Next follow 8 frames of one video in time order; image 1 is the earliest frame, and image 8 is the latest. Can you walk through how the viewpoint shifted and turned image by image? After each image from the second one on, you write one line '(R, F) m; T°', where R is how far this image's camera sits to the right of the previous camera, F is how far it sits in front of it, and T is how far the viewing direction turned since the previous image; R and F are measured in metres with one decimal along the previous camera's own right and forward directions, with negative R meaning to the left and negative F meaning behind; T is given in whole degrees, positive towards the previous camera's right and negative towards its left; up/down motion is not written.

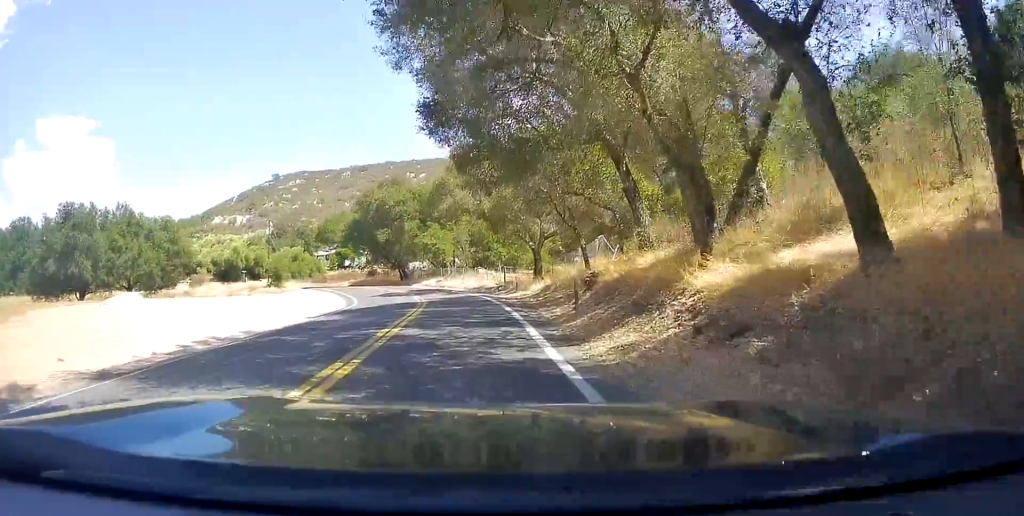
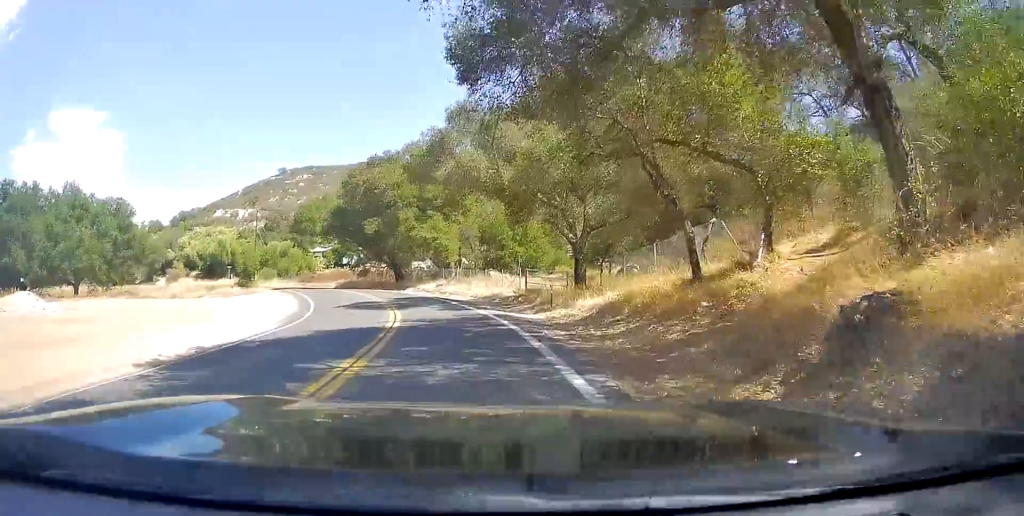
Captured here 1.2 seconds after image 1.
(-0.1, +12.1) m; -1°
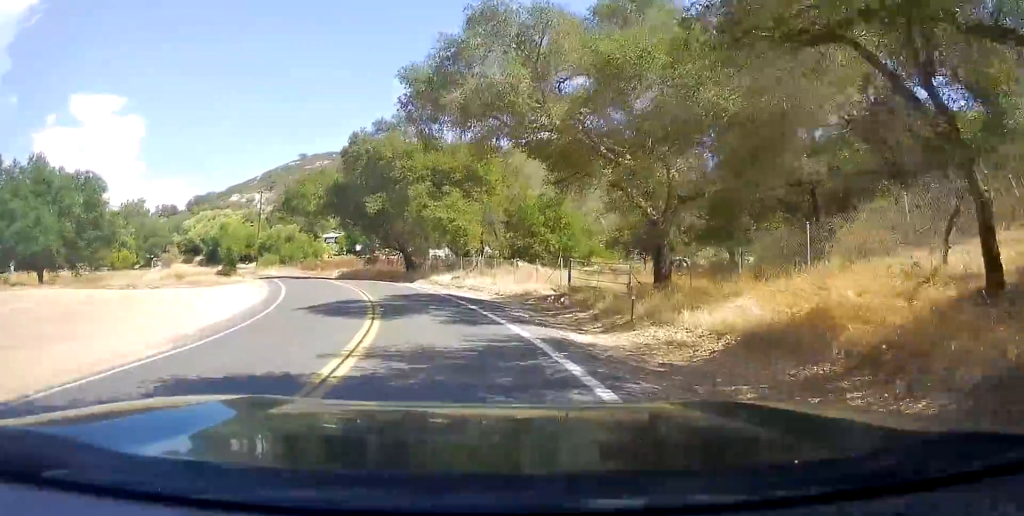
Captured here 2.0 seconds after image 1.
(0.0, +9.1) m; -2°
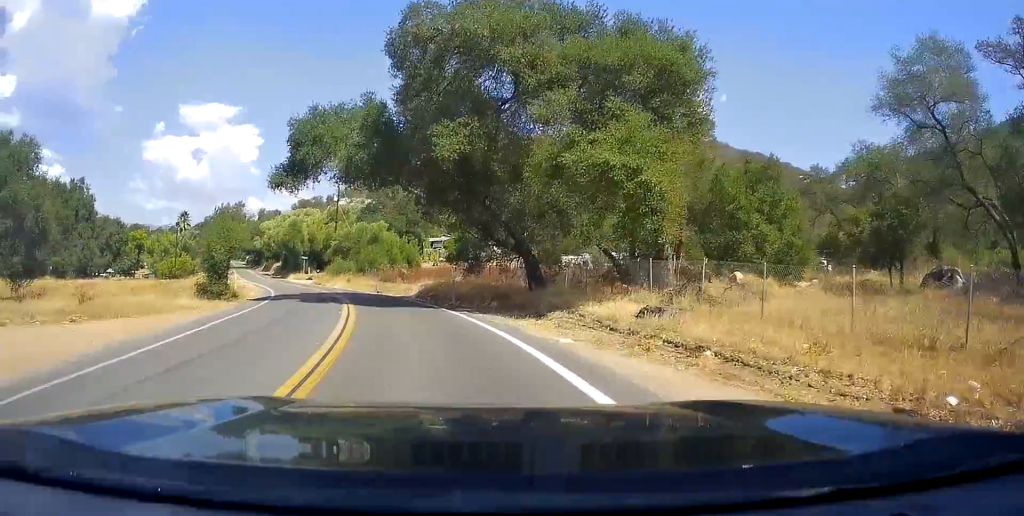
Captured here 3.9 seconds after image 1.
(-2.3, +23.6) m; -11°
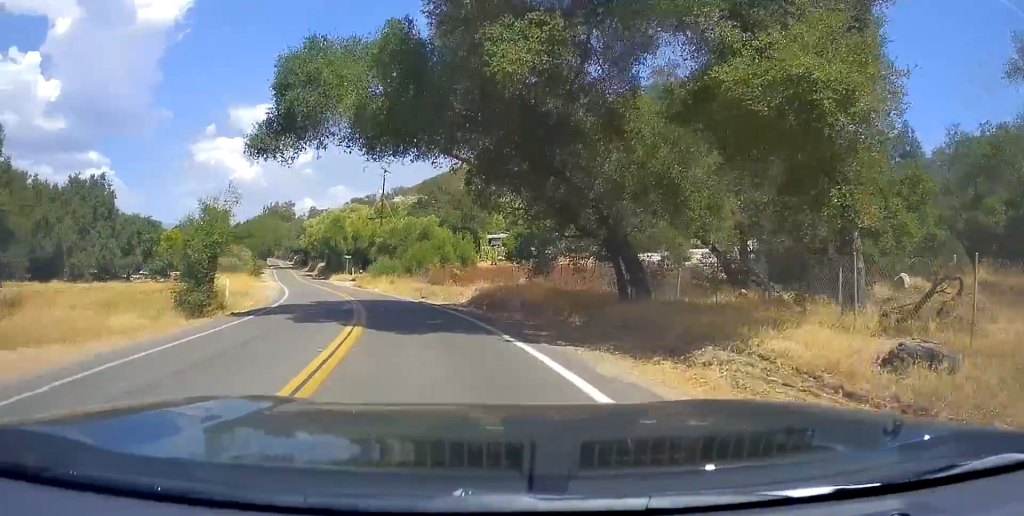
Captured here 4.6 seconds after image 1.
(+0.1, +8.4) m; -4°
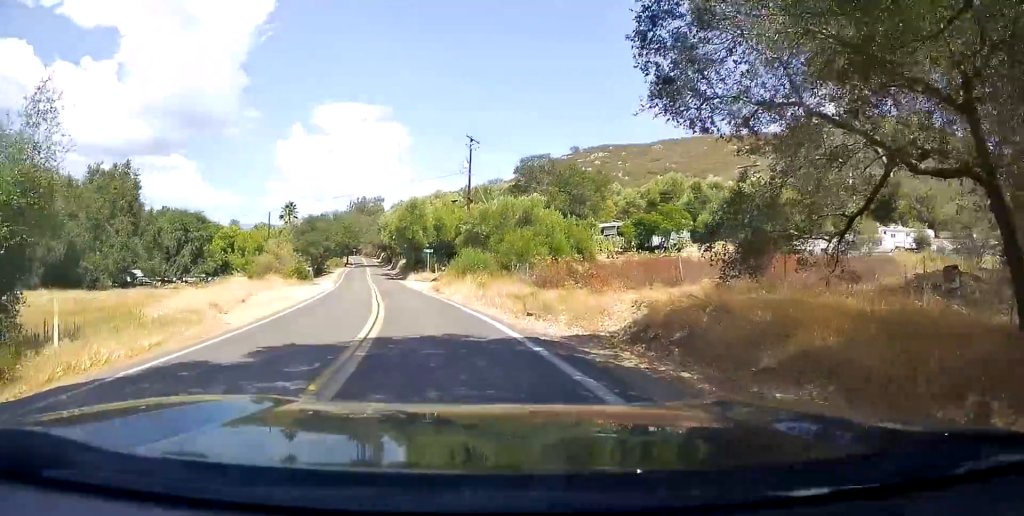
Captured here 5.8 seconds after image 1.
(-1.6, +16.4) m; -9°
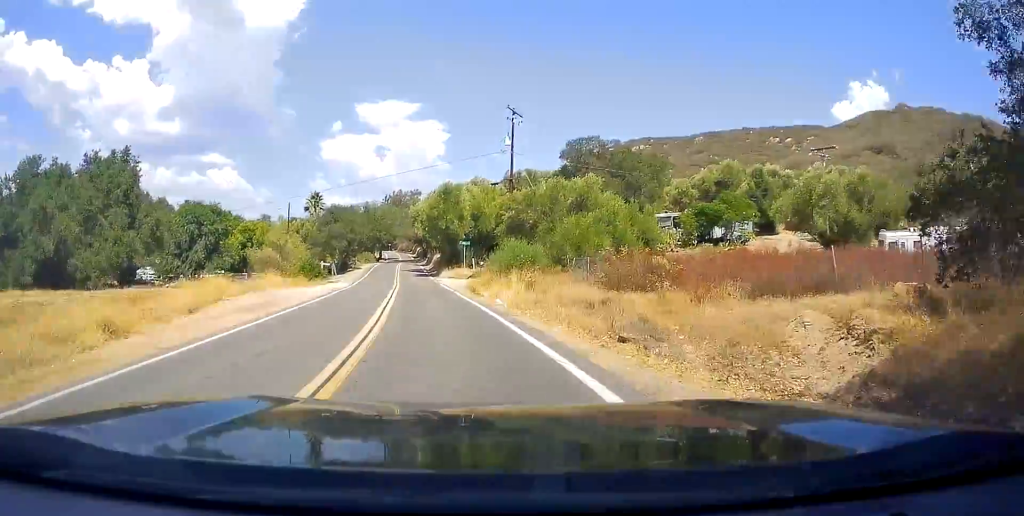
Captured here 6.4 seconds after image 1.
(-0.1, +8.4) m; -5°
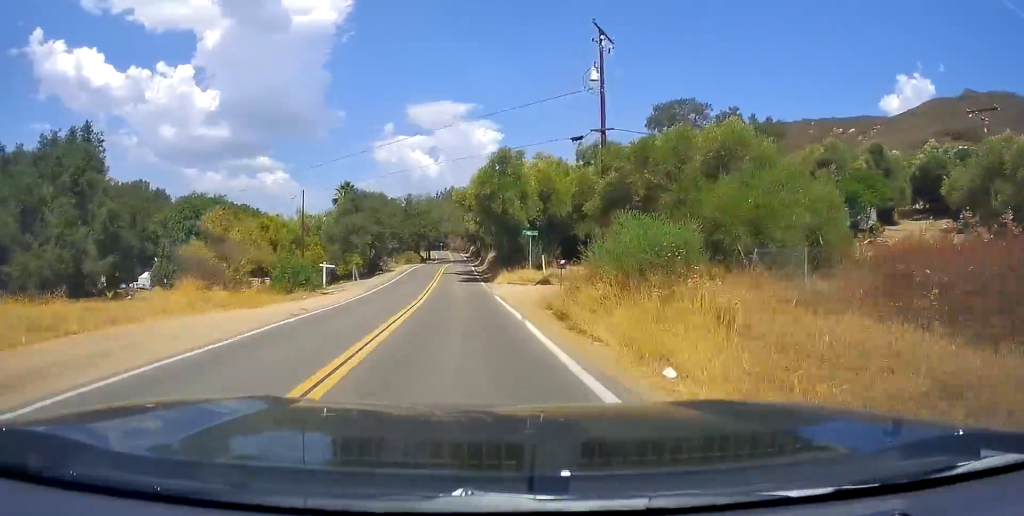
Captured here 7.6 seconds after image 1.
(-1.6, +16.6) m; -7°
